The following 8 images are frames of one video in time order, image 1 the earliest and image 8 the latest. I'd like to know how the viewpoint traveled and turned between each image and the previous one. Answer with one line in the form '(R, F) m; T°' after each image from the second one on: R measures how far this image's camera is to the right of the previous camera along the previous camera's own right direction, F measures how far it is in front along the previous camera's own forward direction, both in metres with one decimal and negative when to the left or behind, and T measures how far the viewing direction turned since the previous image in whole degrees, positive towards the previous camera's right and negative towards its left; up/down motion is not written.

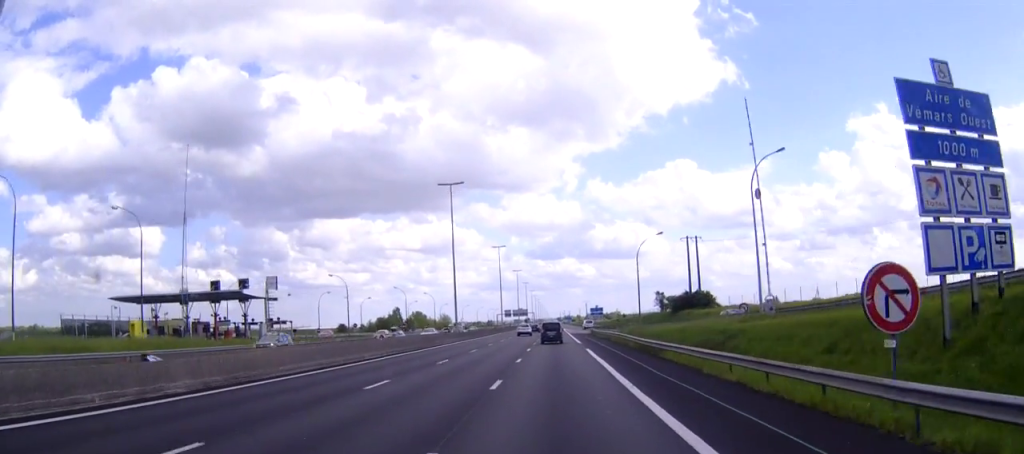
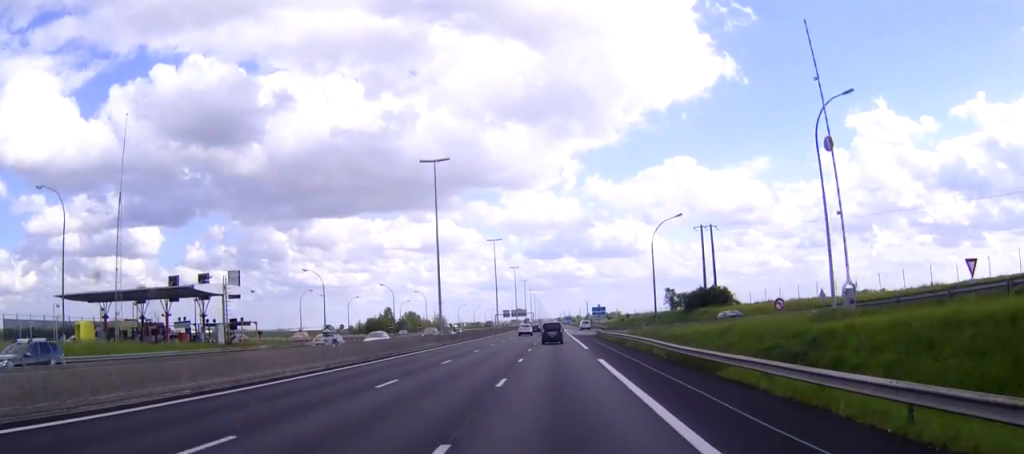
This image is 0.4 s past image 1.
(0.0, +11.6) m; 0°
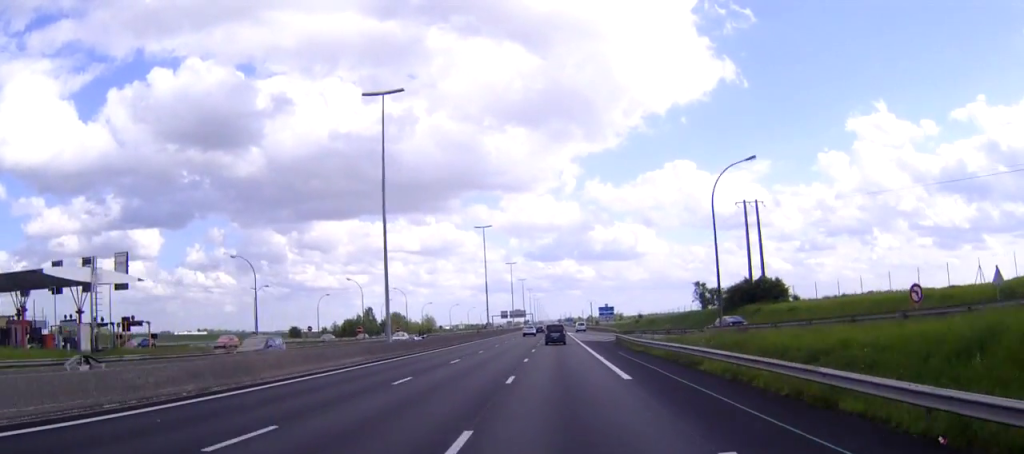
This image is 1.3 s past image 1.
(0.0, +24.0) m; 0°
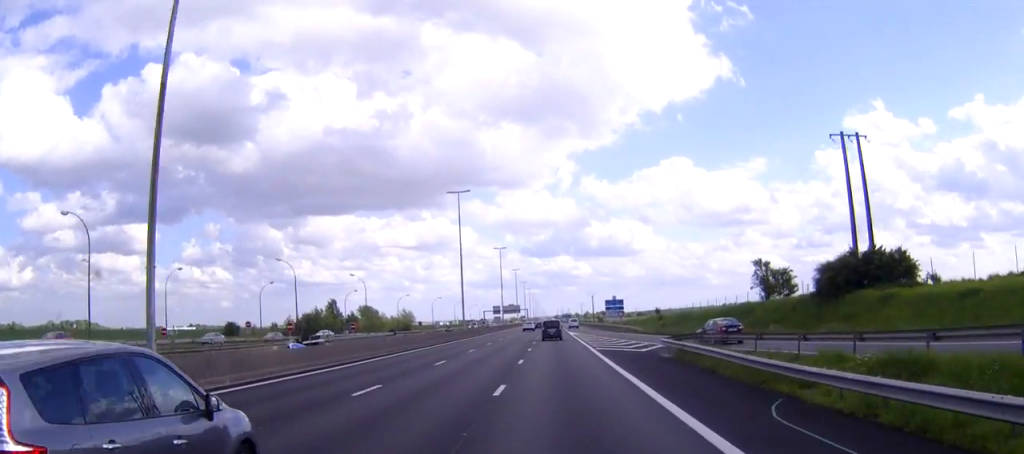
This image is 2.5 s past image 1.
(+0.1, +30.3) m; 0°
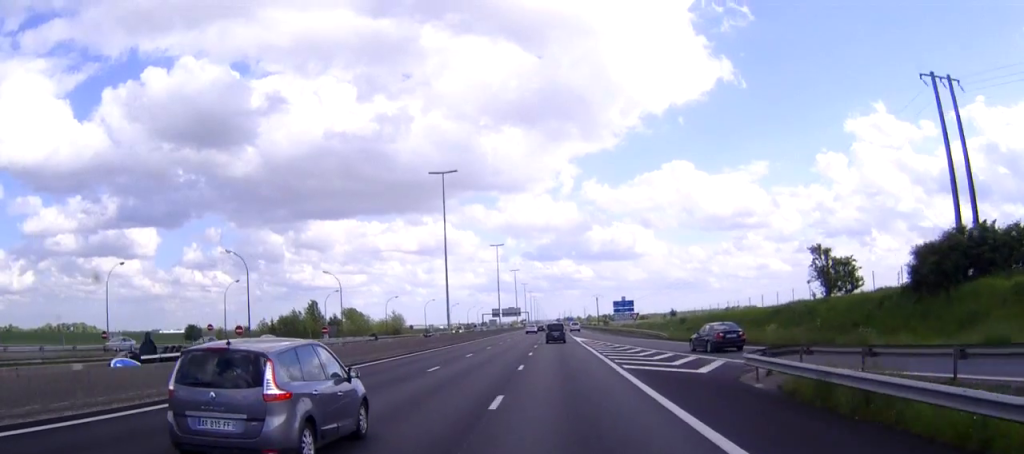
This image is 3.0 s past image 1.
(0.0, +15.2) m; 0°
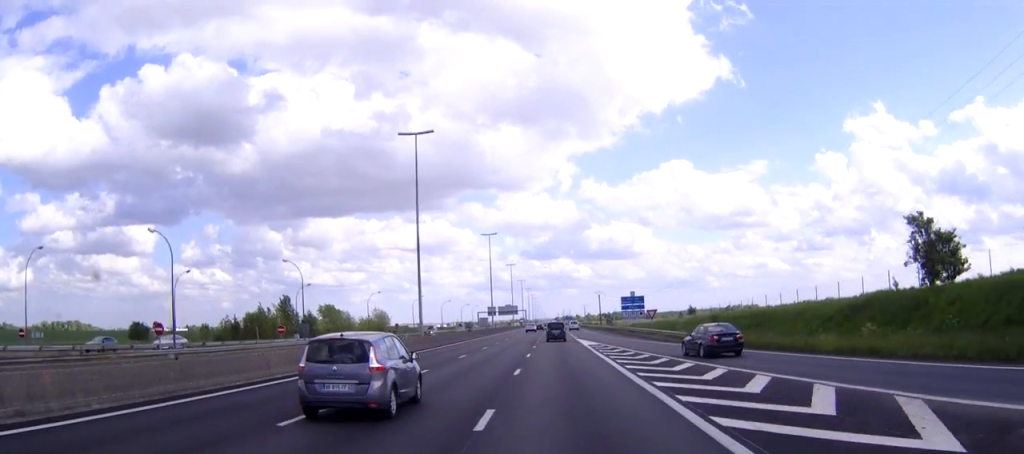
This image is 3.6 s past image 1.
(0.0, +16.0) m; 0°
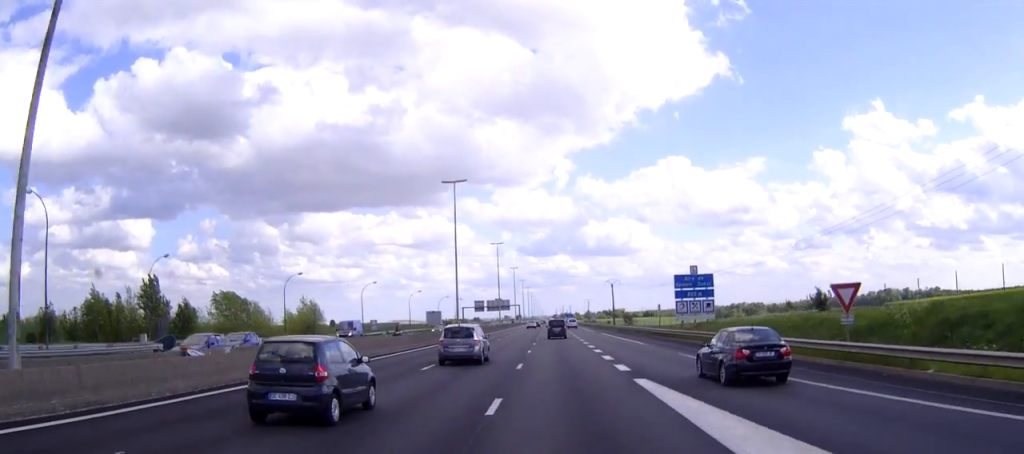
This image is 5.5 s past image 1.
(+0.1, +49.4) m; 0°
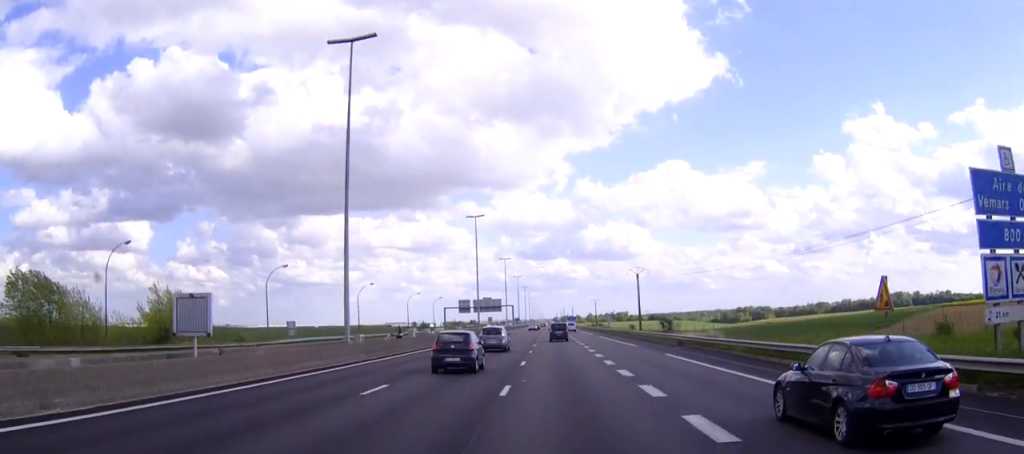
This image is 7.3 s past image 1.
(0.0, +47.3) m; 0°
